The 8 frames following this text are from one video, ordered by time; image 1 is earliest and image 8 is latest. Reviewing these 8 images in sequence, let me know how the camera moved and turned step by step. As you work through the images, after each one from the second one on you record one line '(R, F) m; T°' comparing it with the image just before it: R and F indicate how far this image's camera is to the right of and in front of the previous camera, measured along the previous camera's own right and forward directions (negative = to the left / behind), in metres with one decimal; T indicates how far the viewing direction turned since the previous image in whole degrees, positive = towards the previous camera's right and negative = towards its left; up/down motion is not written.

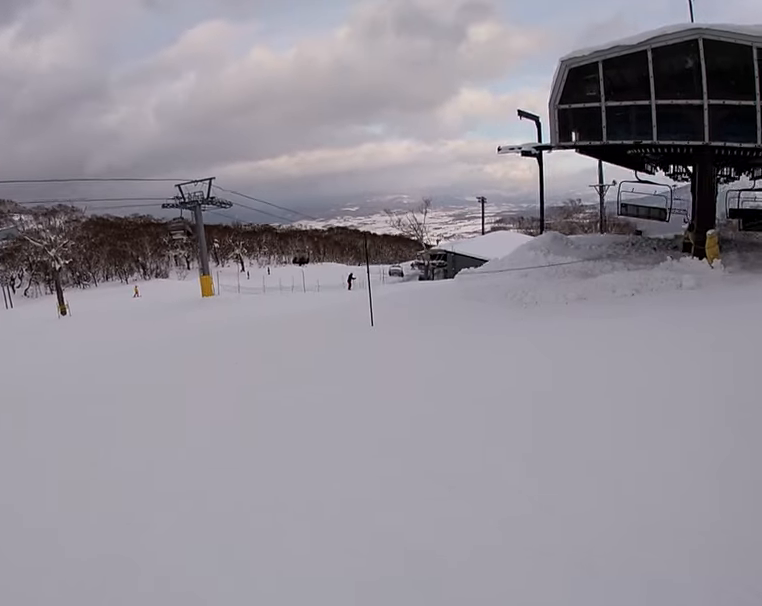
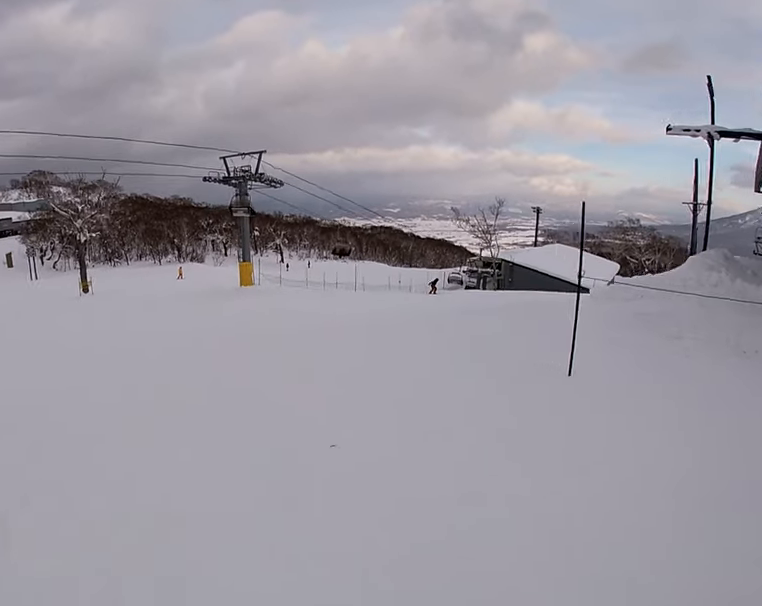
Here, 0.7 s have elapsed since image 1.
(-0.9, +5.8) m; -3°
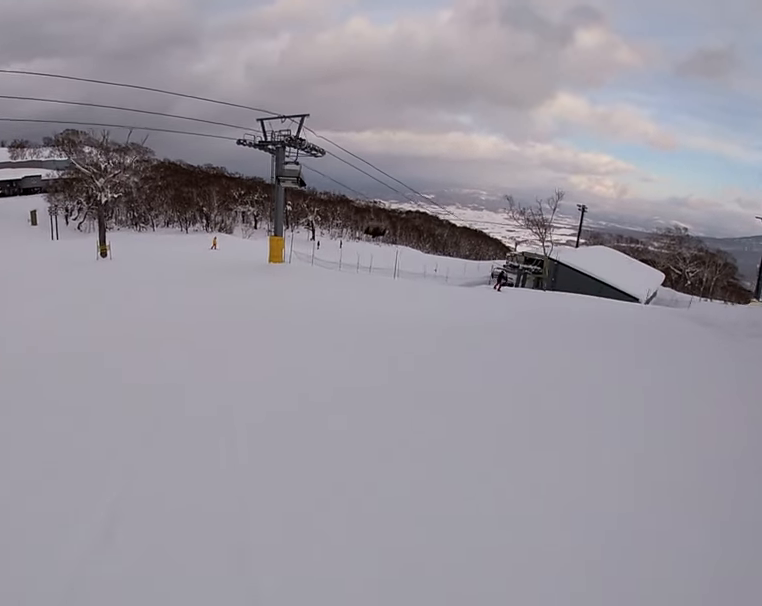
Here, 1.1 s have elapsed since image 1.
(0.0, +3.5) m; +2°
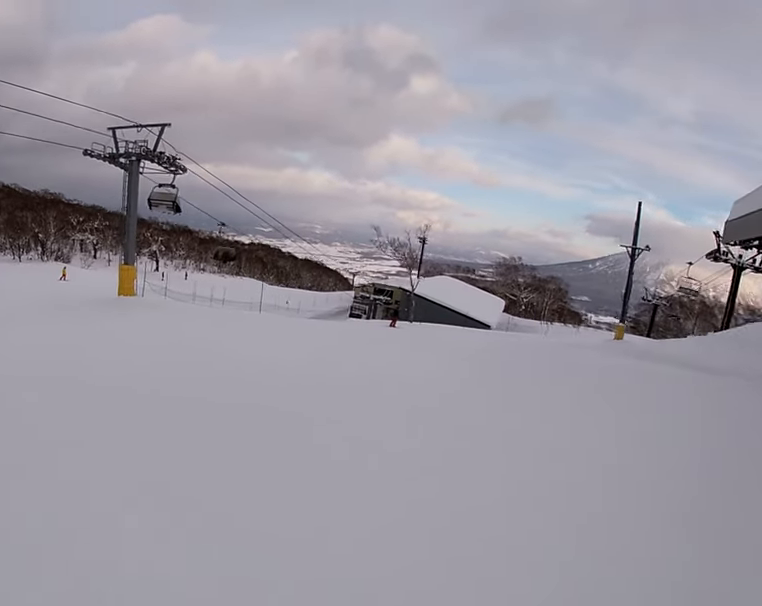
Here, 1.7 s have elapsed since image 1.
(+0.2, +4.8) m; +6°
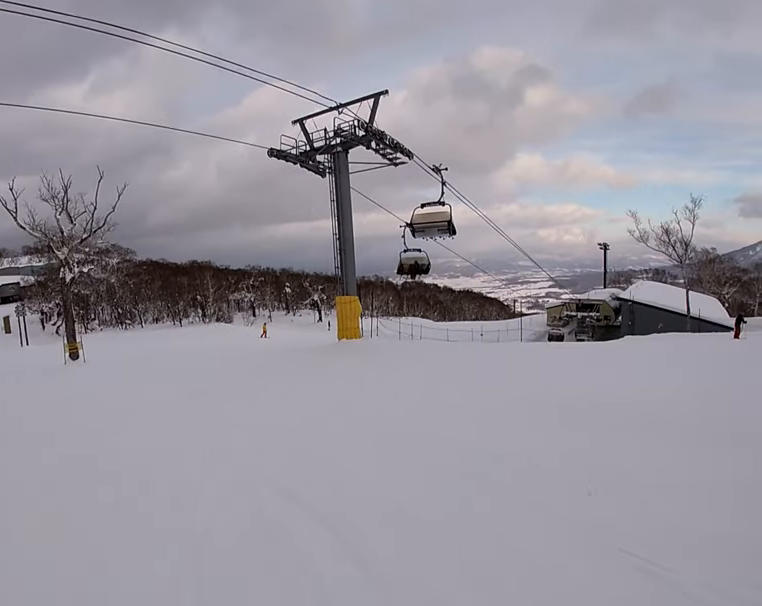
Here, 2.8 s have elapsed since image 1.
(+1.0, +9.8) m; +8°
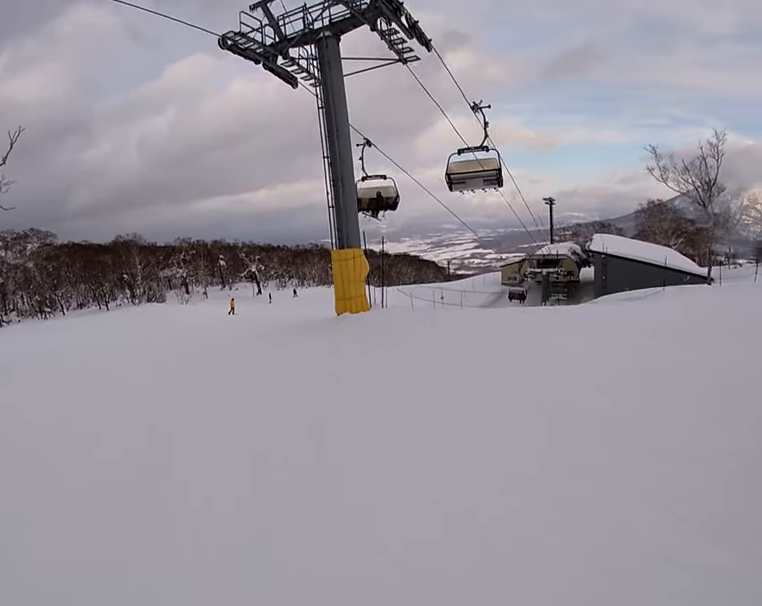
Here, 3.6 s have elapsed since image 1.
(0.0, +7.0) m; +7°
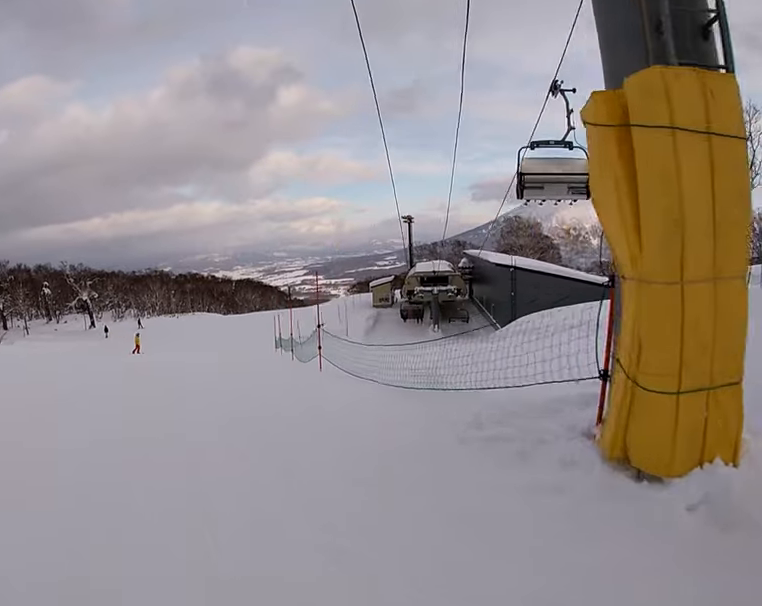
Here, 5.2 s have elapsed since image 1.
(+2.1, +13.0) m; +17°
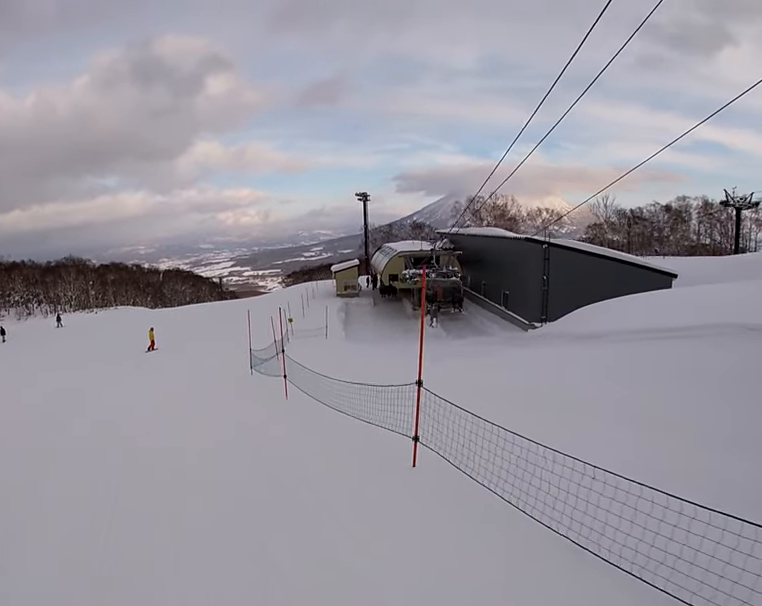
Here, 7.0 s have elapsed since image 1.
(+2.2, +15.6) m; +8°
